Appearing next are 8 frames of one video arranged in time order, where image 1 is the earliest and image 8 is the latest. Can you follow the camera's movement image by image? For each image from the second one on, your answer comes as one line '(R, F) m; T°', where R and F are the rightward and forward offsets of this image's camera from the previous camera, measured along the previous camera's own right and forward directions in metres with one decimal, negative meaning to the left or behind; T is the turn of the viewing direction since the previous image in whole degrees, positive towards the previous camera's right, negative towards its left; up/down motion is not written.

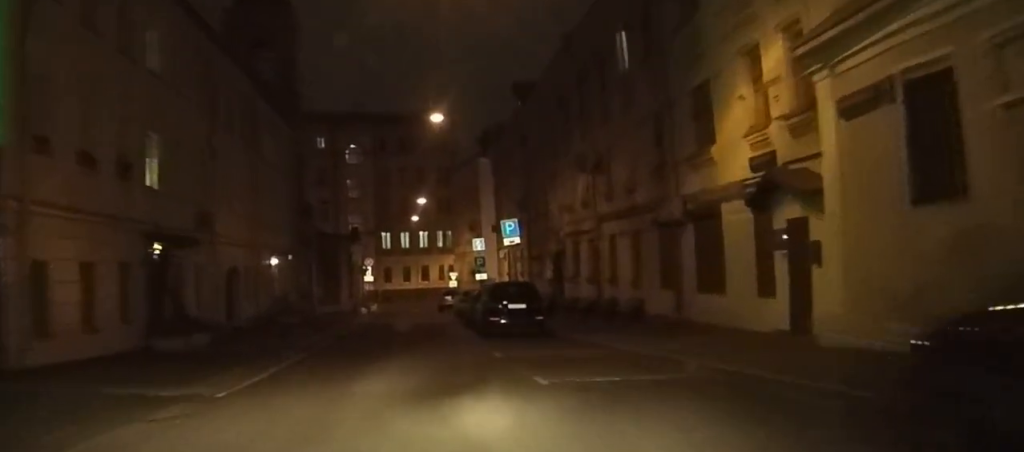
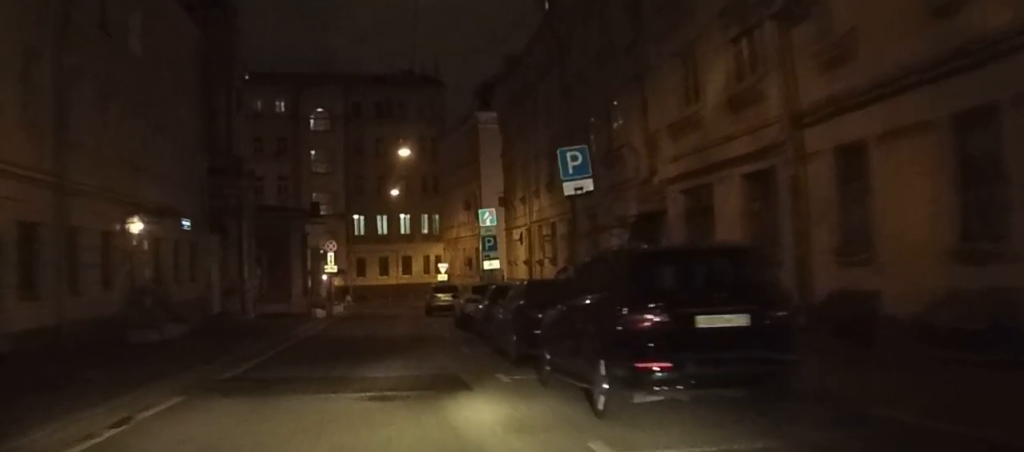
(+0.2, +17.4) m; +2°
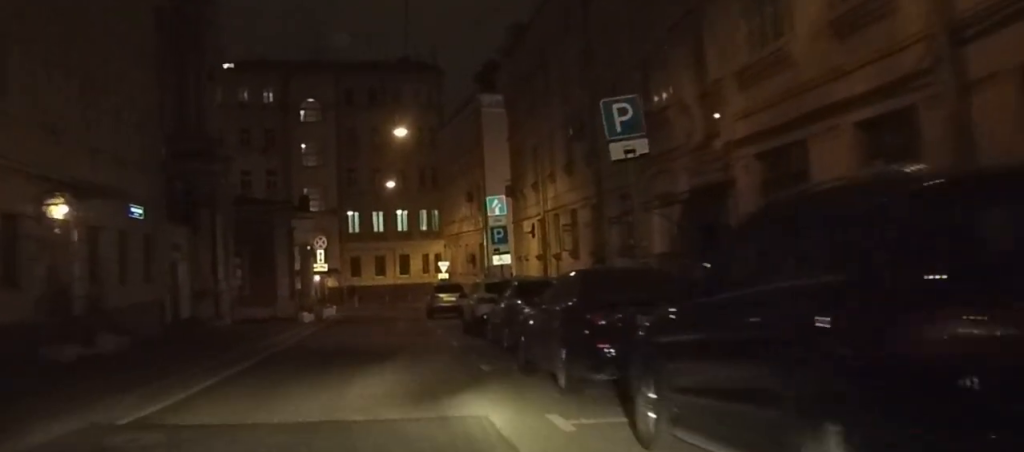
(-0.1, +5.0) m; +1°
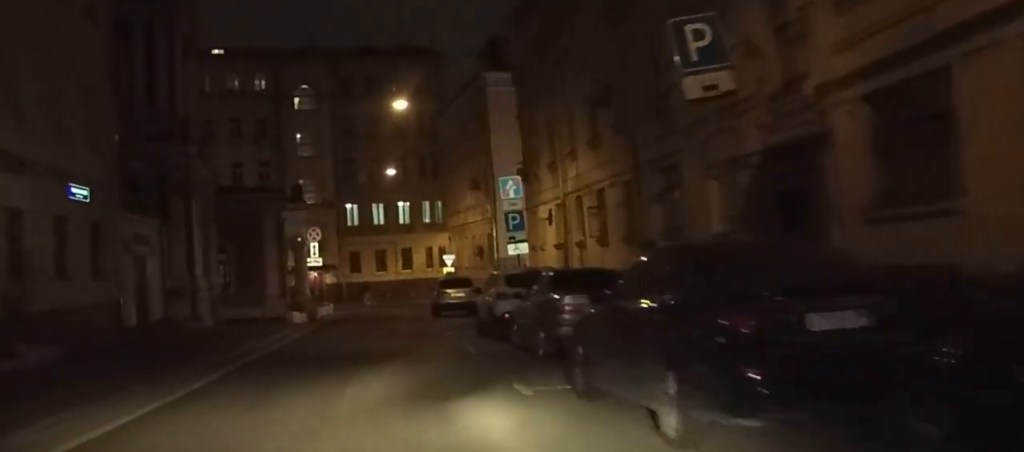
(+0.3, +4.5) m; -1°
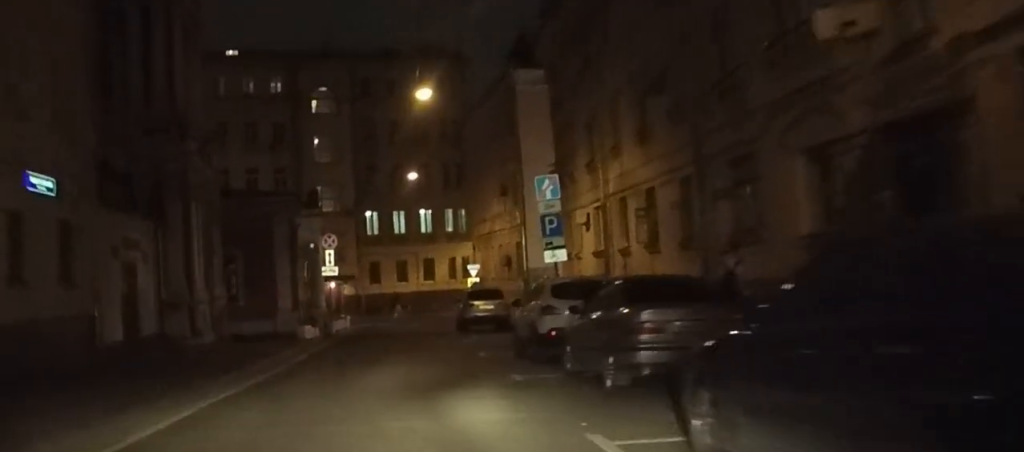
(-0.2, +3.4) m; -2°
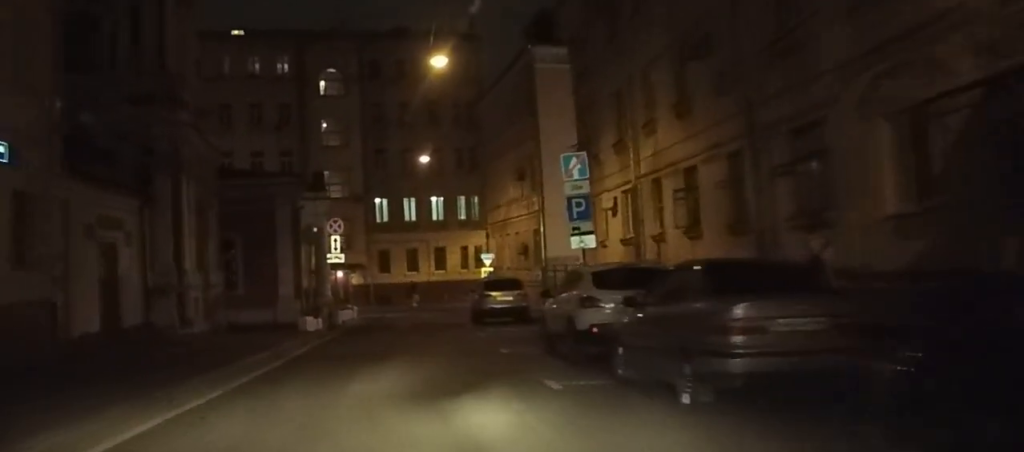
(-0.1, +2.6) m; -1°
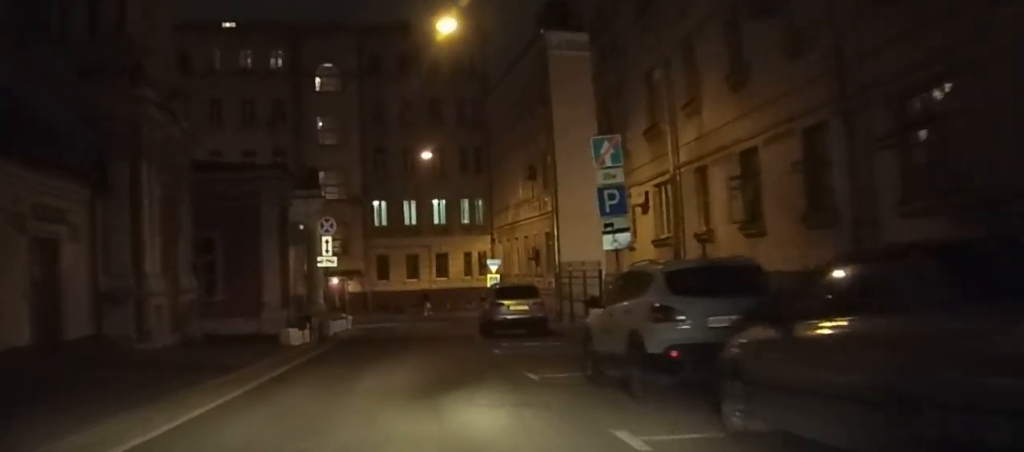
(0.0, +3.9) m; 0°
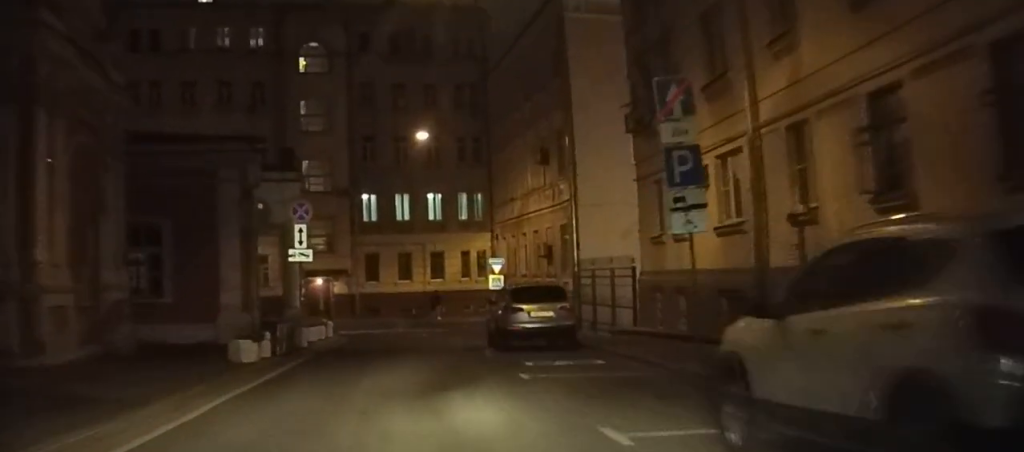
(0.0, +5.7) m; -1°
